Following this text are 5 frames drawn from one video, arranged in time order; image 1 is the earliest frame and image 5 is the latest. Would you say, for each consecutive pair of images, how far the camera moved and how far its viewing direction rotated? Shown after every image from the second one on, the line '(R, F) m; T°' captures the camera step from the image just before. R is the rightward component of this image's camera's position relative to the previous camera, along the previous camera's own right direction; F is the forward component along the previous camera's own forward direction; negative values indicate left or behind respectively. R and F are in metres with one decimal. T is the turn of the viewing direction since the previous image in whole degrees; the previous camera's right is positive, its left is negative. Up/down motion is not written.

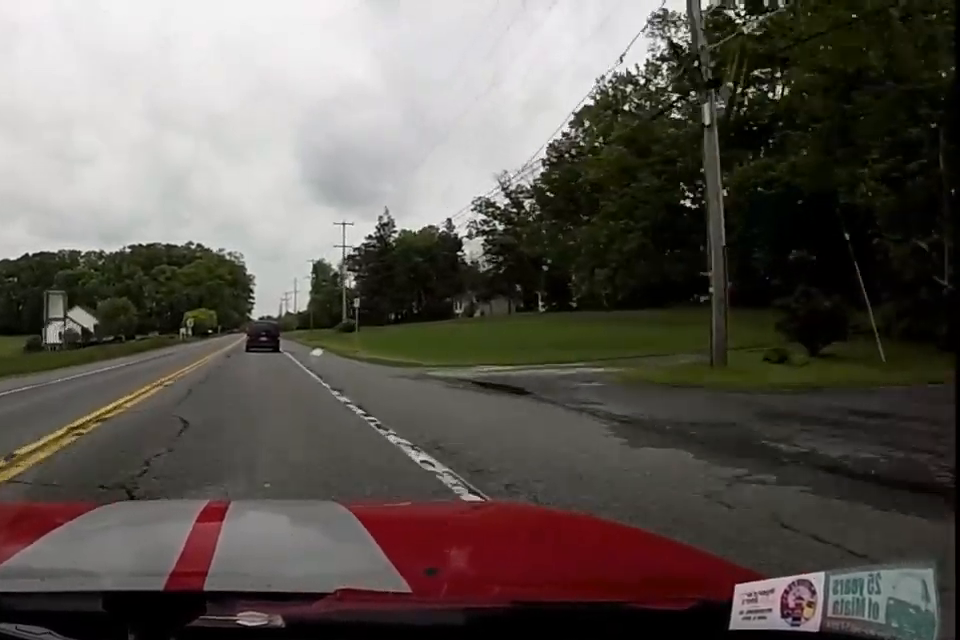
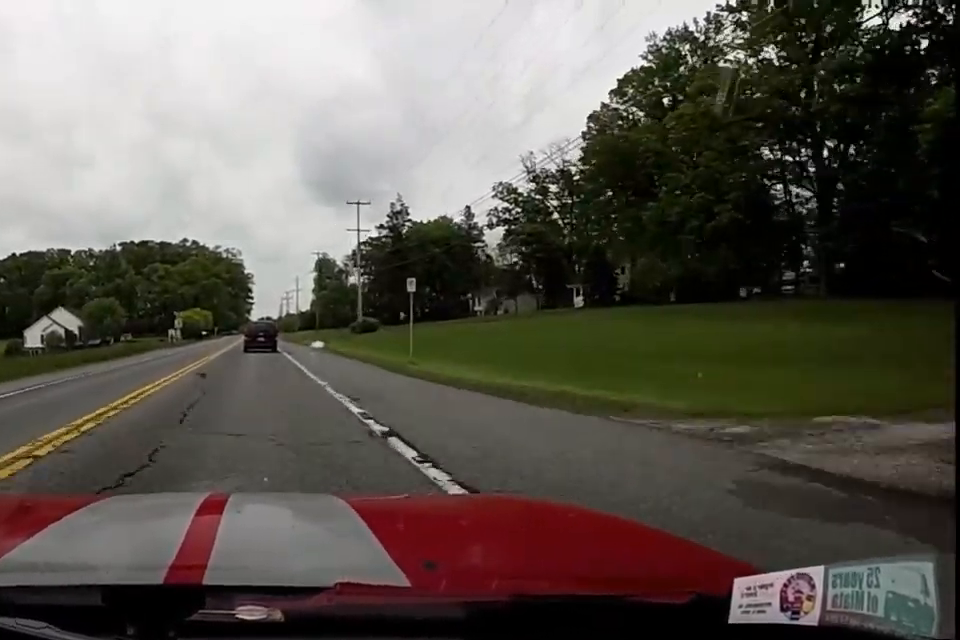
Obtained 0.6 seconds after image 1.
(-0.1, +12.5) m; +1°
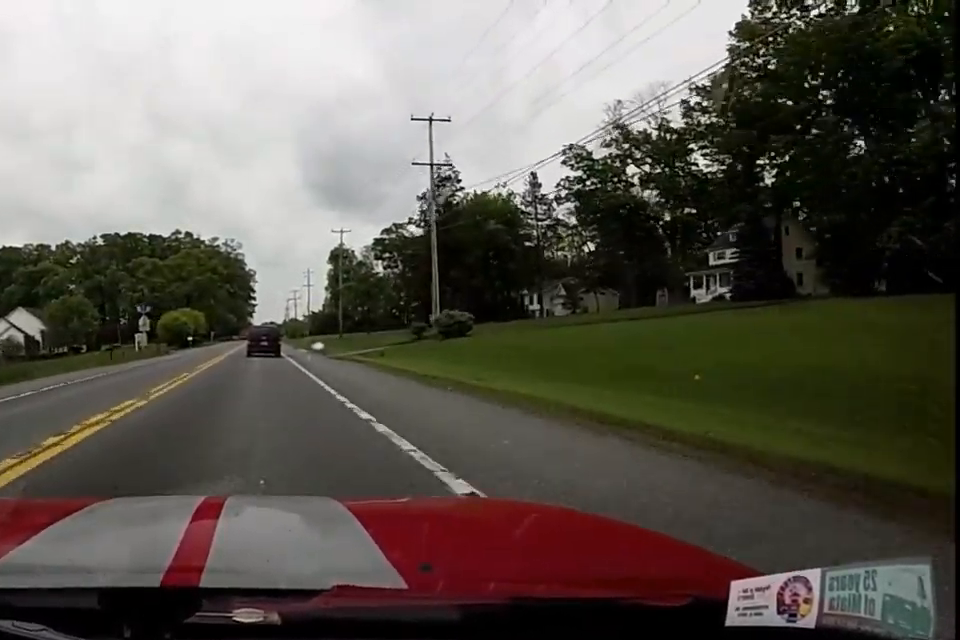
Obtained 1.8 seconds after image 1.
(+0.4, +26.5) m; +1°
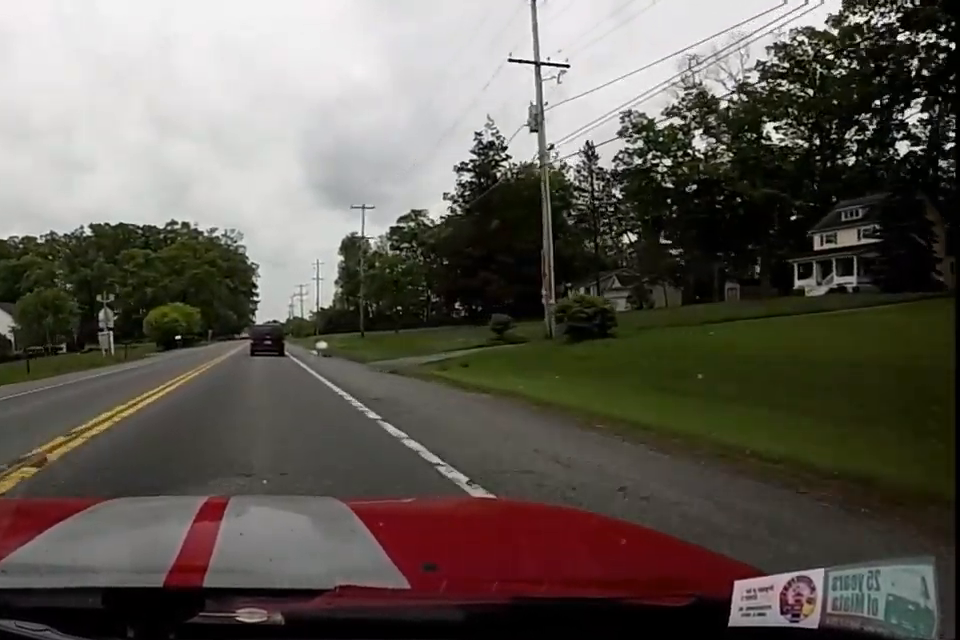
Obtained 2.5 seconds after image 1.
(+0.1, +14.4) m; -1°
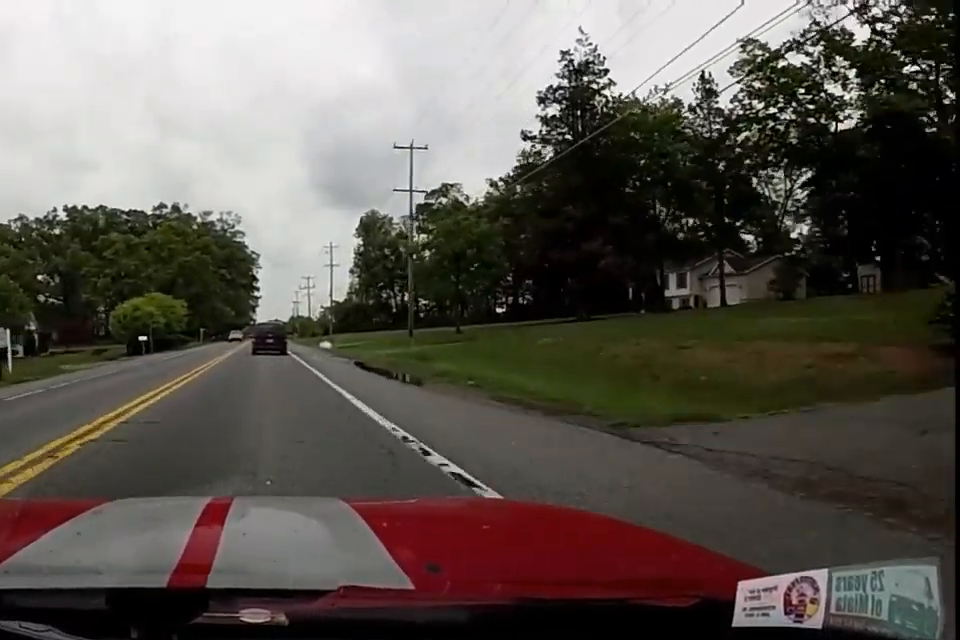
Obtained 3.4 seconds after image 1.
(-0.3, +20.0) m; 0°
